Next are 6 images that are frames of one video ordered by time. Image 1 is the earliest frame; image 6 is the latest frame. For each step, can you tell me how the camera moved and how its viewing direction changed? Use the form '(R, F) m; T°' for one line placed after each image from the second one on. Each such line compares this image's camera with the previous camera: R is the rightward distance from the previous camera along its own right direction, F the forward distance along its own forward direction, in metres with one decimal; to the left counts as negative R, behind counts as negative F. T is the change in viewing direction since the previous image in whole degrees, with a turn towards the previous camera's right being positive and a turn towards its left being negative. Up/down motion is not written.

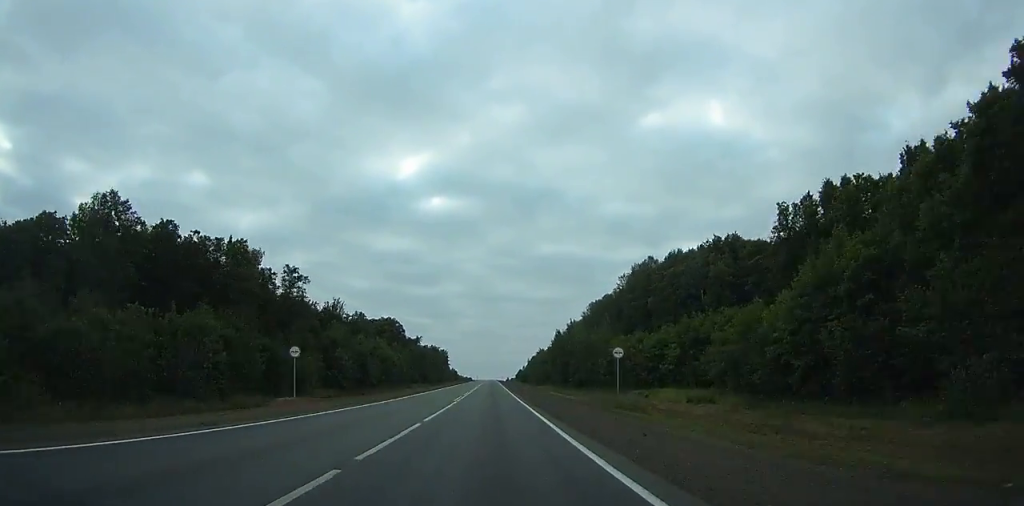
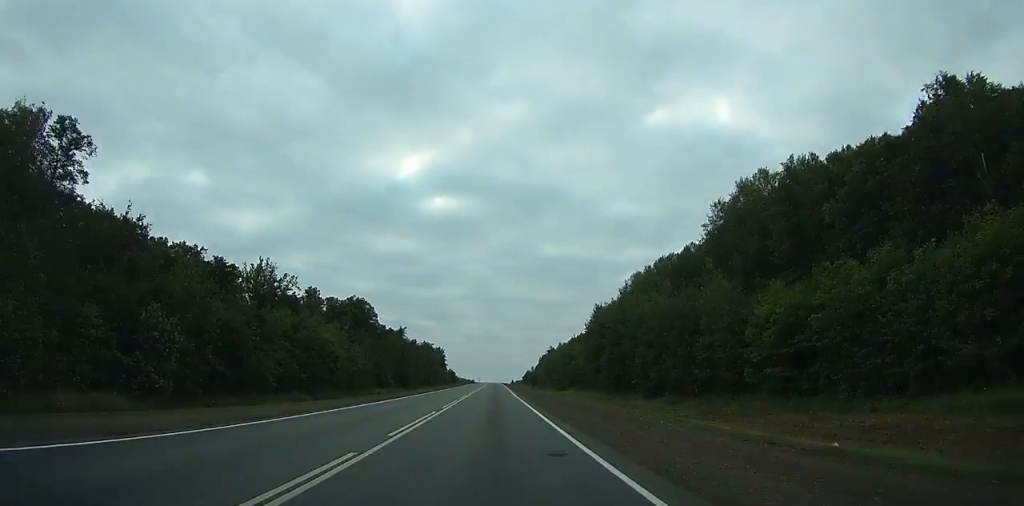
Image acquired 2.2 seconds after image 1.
(0.0, +54.7) m; 0°
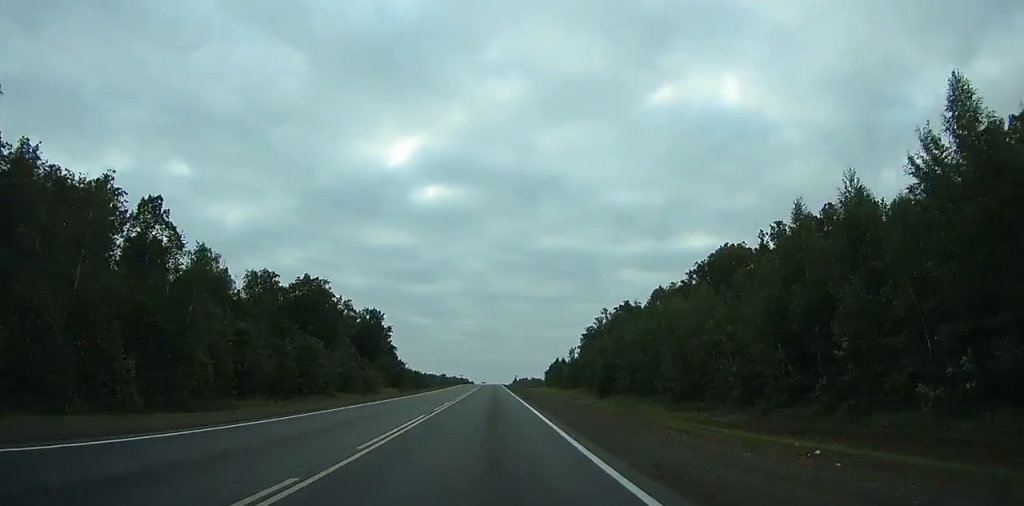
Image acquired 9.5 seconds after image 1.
(+0.1, +182.1) m; 0°
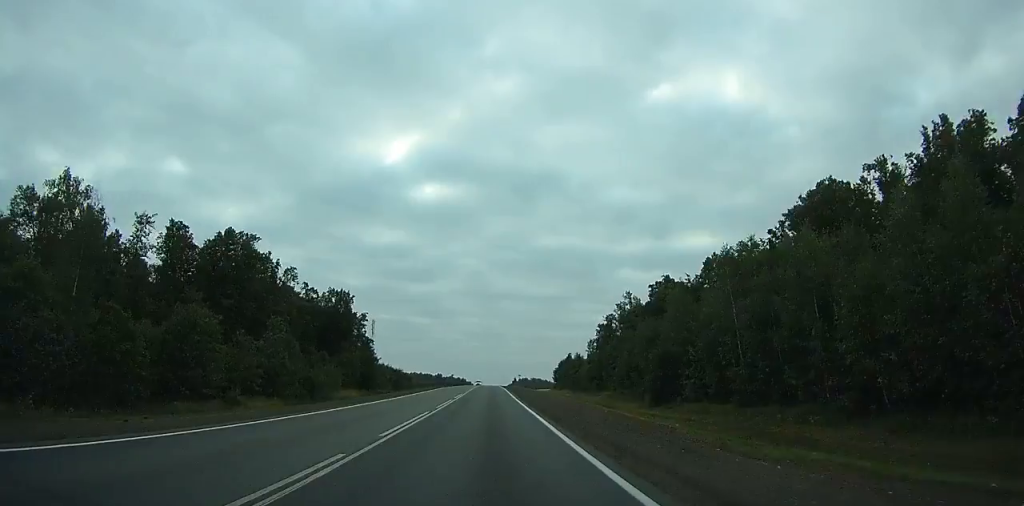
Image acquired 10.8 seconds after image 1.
(0.0, +32.6) m; 0°
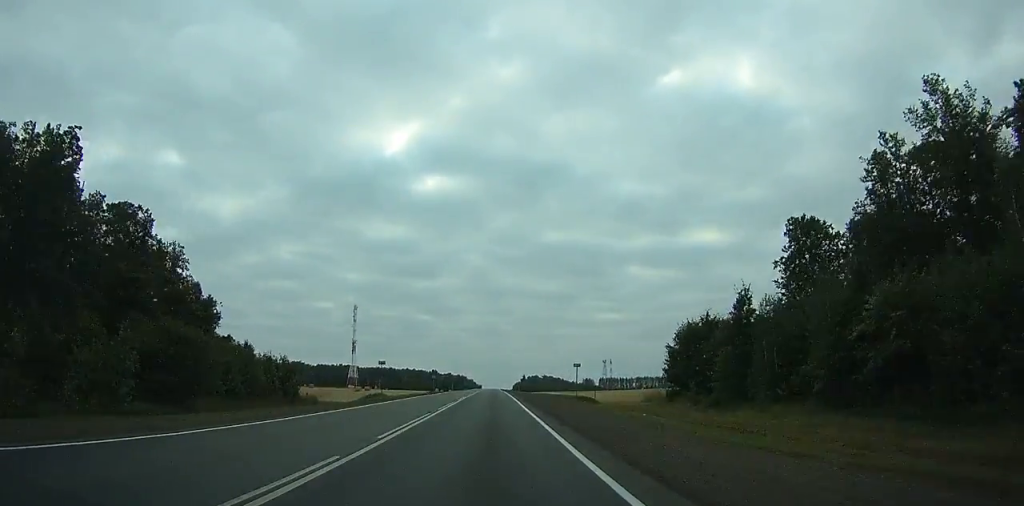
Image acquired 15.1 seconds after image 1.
(-0.4, +108.3) m; 0°
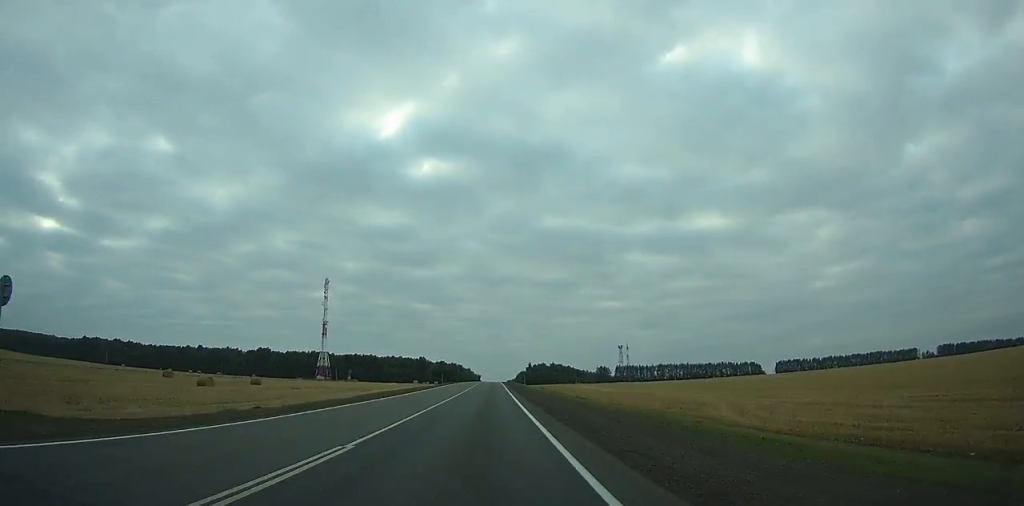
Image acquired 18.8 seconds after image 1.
(-0.1, +94.2) m; 0°
